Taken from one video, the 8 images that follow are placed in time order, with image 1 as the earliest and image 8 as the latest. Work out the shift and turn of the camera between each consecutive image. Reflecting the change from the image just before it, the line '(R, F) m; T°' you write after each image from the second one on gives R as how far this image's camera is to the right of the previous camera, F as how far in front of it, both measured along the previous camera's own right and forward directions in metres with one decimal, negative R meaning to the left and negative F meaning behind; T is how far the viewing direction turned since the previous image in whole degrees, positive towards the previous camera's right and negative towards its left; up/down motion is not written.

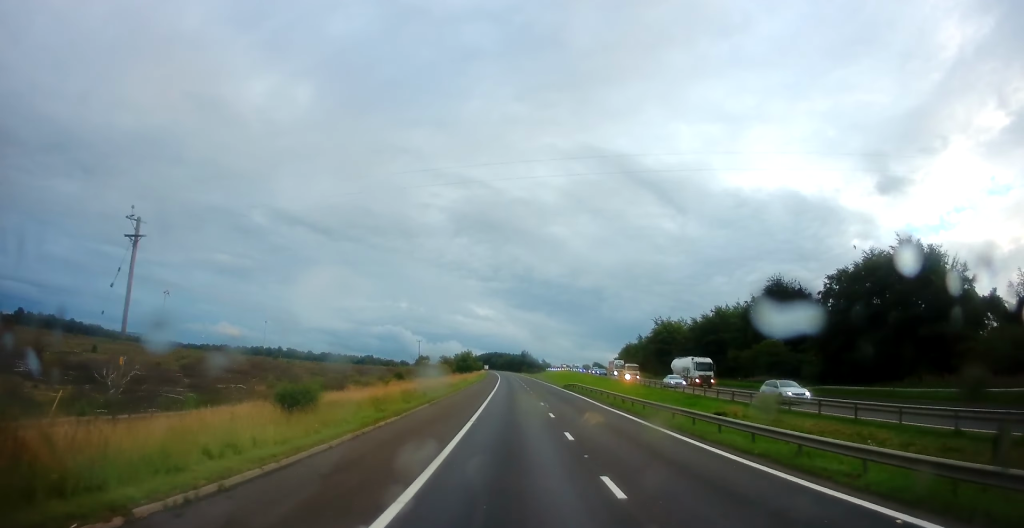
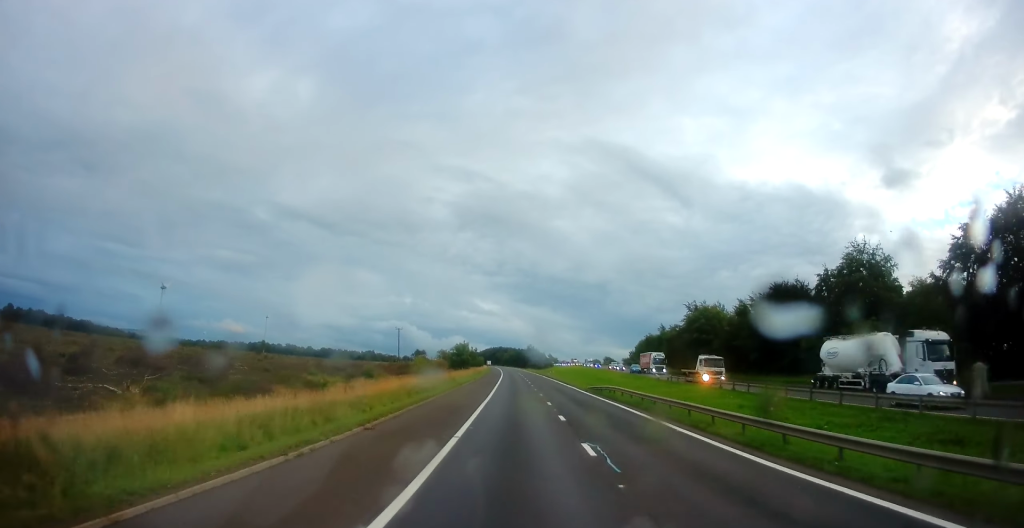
(0.0, +22.8) m; 0°
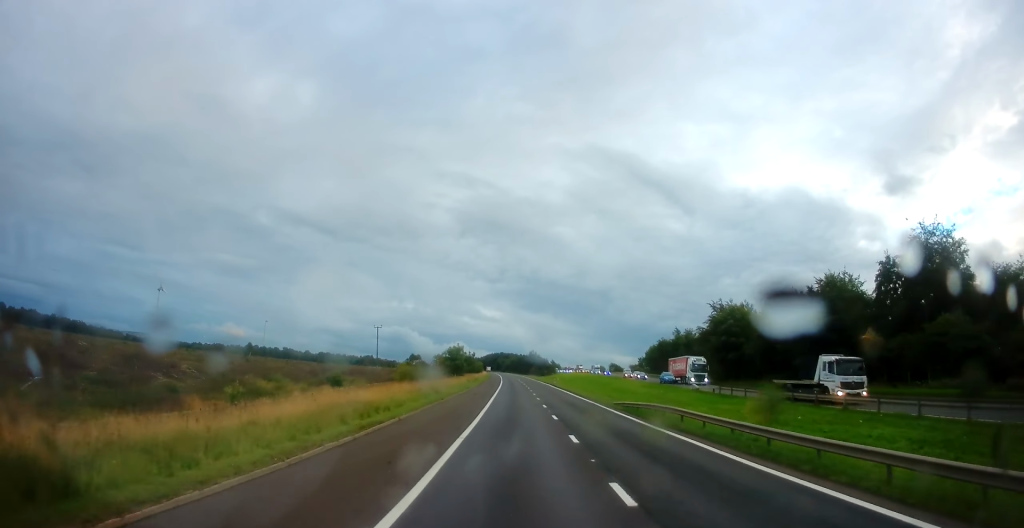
(-0.1, +13.8) m; 0°
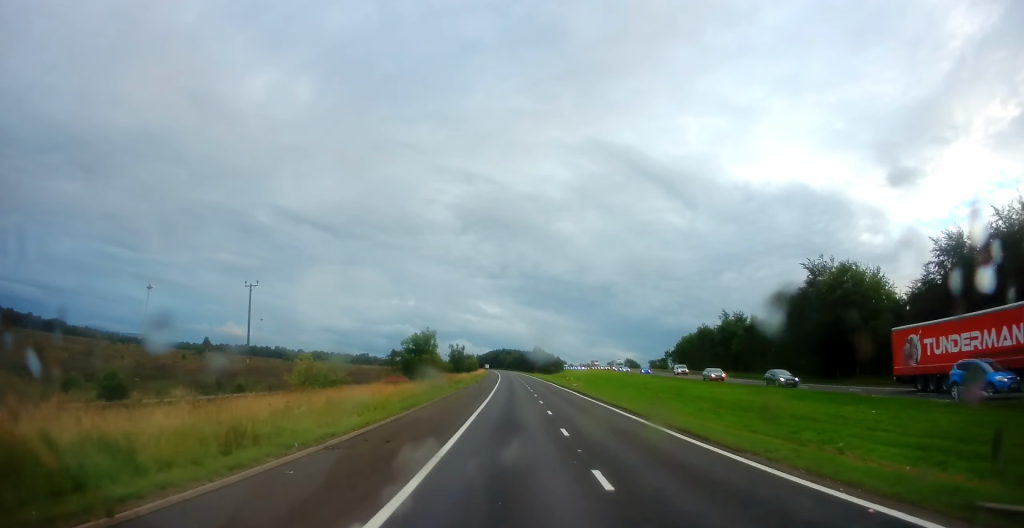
(-0.1, +34.9) m; -1°
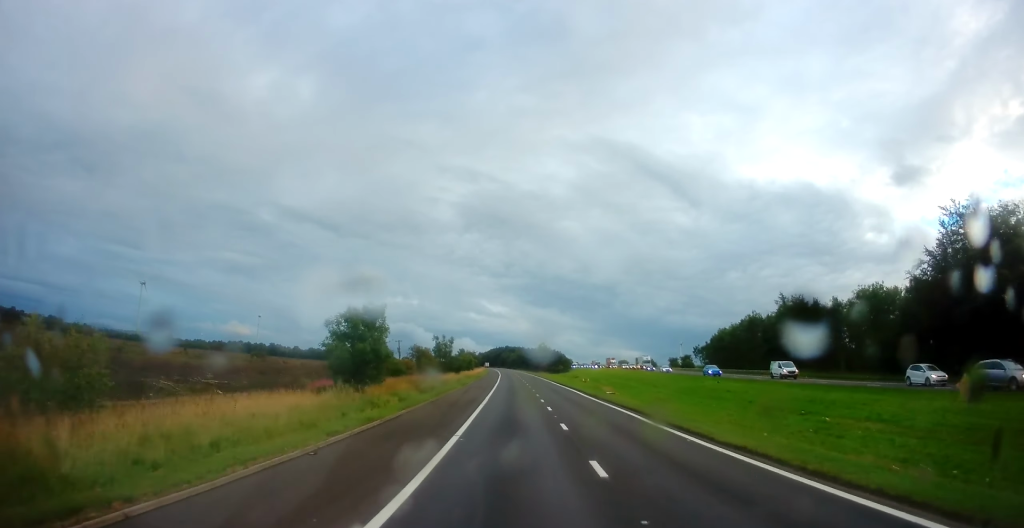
(-0.2, +26.1) m; -1°
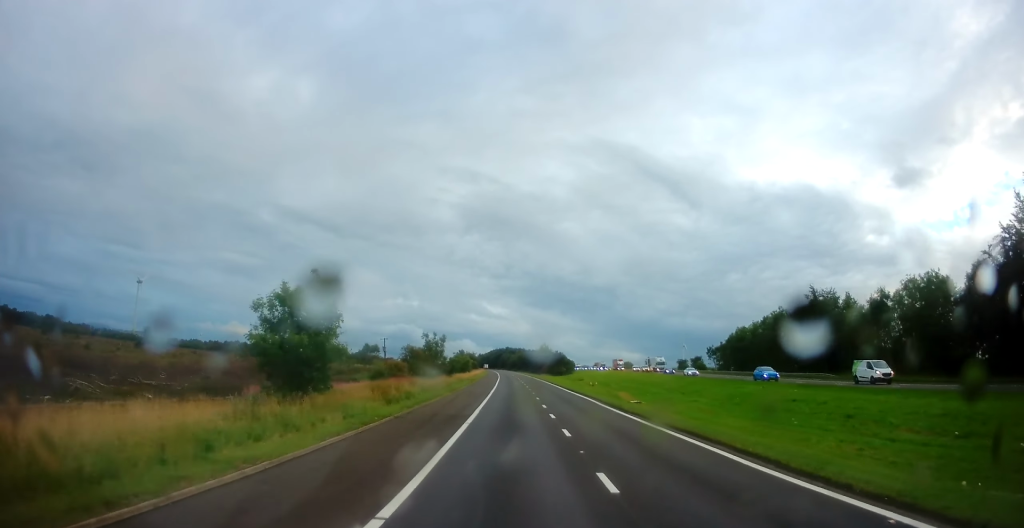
(-0.1, +10.6) m; 0°
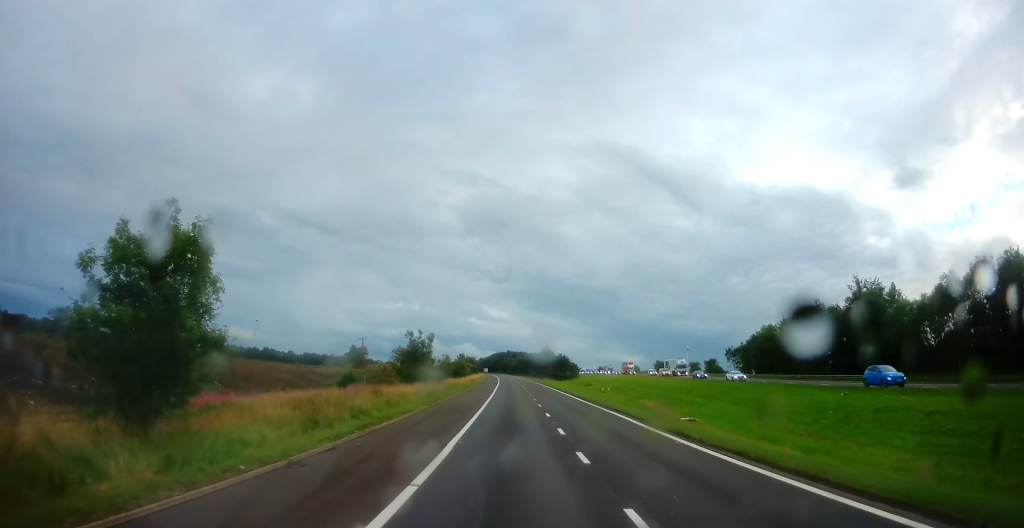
(0.0, +12.2) m; 0°
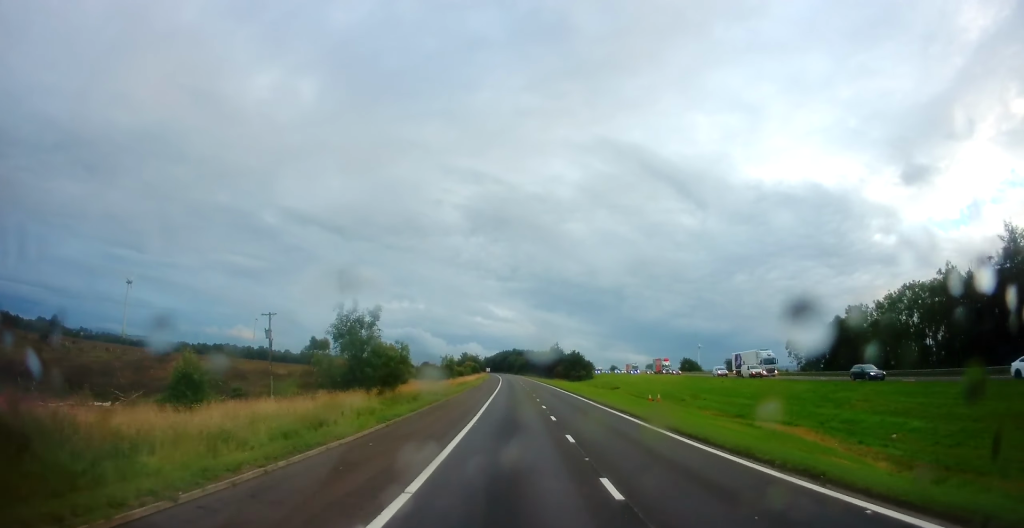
(+0.1, +28.5) m; 0°
